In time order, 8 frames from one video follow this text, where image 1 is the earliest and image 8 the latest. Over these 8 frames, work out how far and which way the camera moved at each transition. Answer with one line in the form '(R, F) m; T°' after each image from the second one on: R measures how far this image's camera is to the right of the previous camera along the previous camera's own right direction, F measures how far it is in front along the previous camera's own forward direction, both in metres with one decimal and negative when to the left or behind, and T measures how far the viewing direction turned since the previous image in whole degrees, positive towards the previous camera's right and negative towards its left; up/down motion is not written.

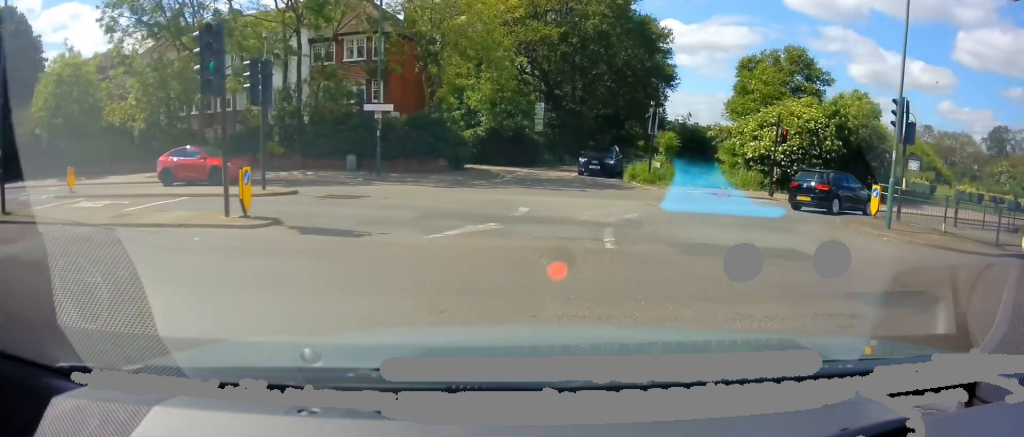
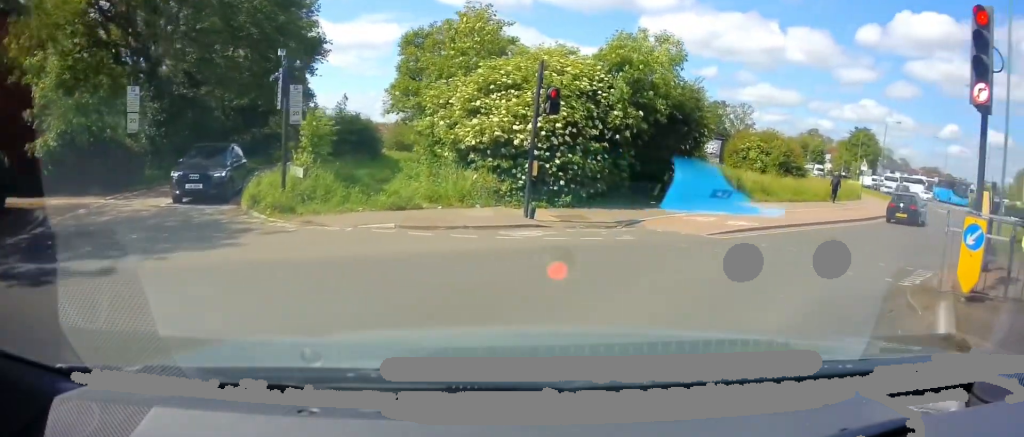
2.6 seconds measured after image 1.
(+2.7, +13.0) m; +31°
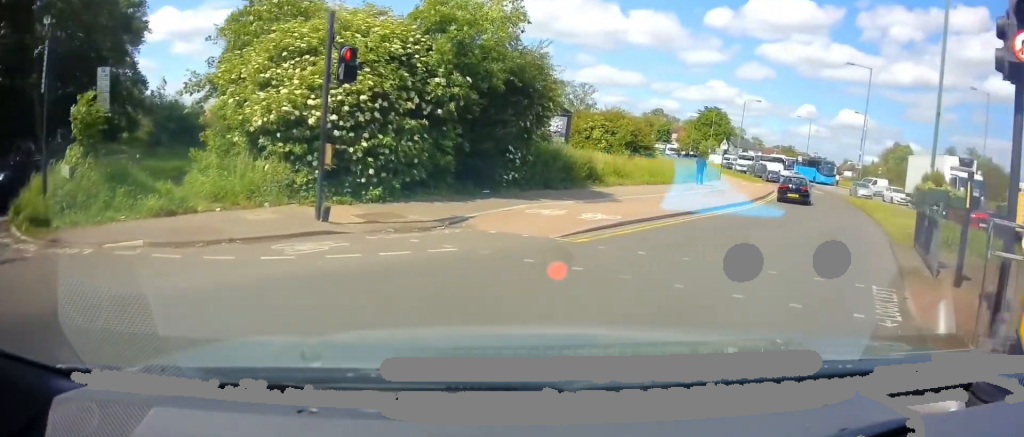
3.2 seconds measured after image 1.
(+0.4, +3.4) m; +15°
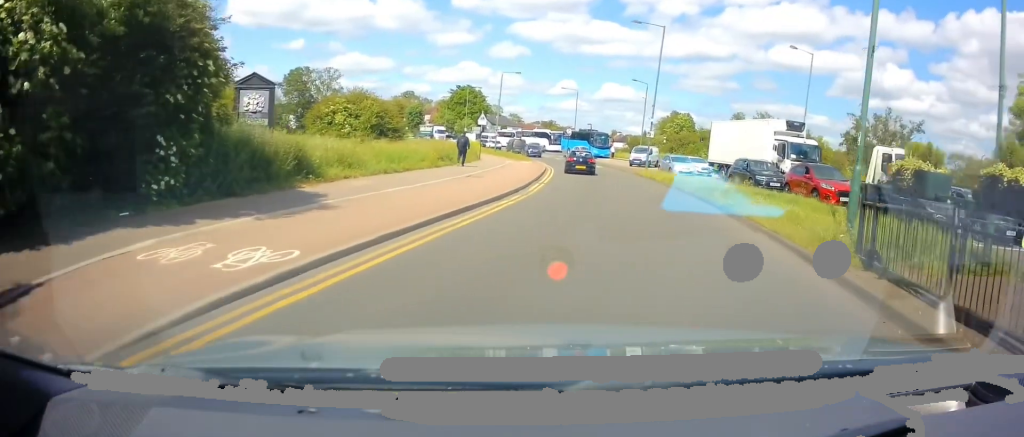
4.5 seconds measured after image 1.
(+1.6, +6.0) m; +26°
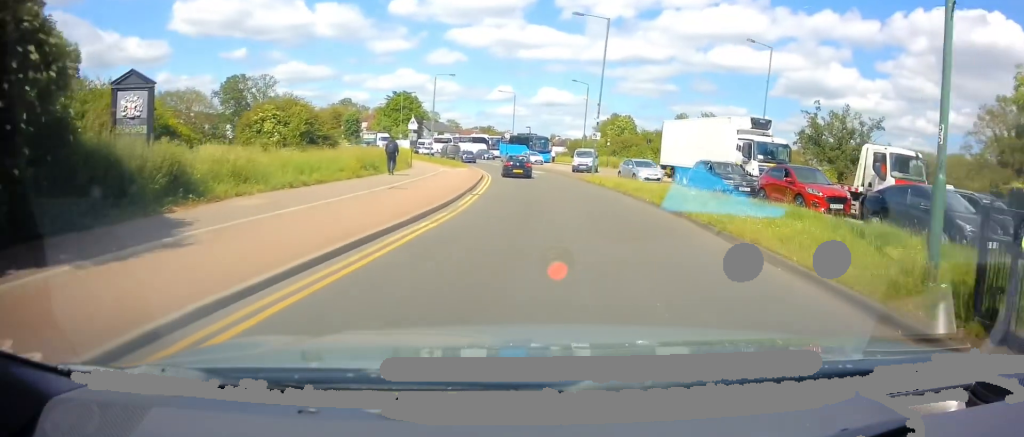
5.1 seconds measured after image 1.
(+0.6, +3.1) m; +4°
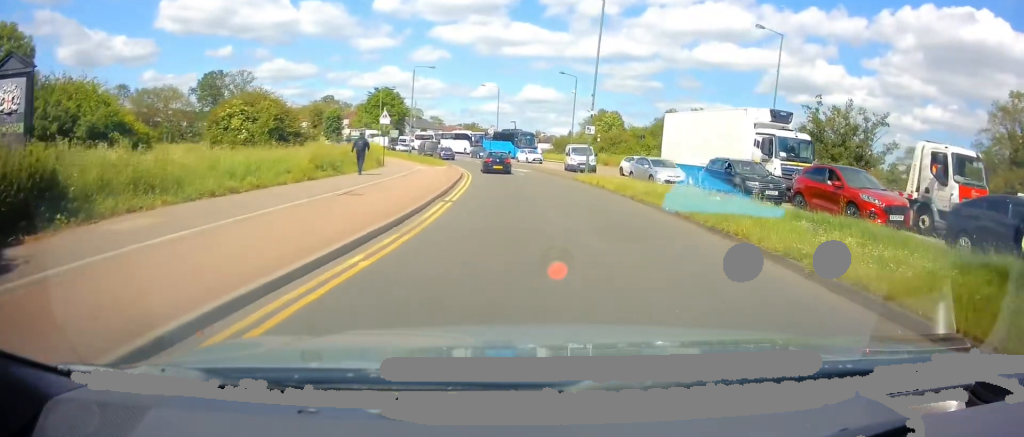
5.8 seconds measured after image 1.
(-0.1, +4.0) m; 0°
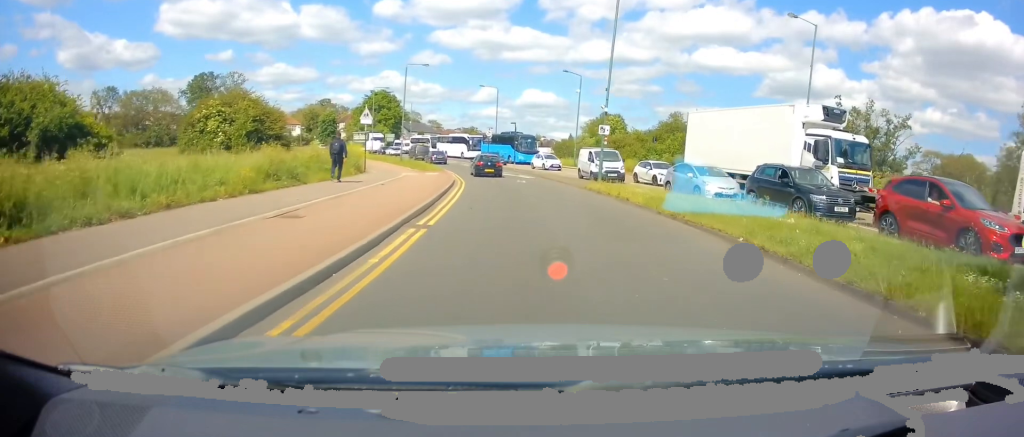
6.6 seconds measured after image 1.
(-0.1, +4.7) m; 0°
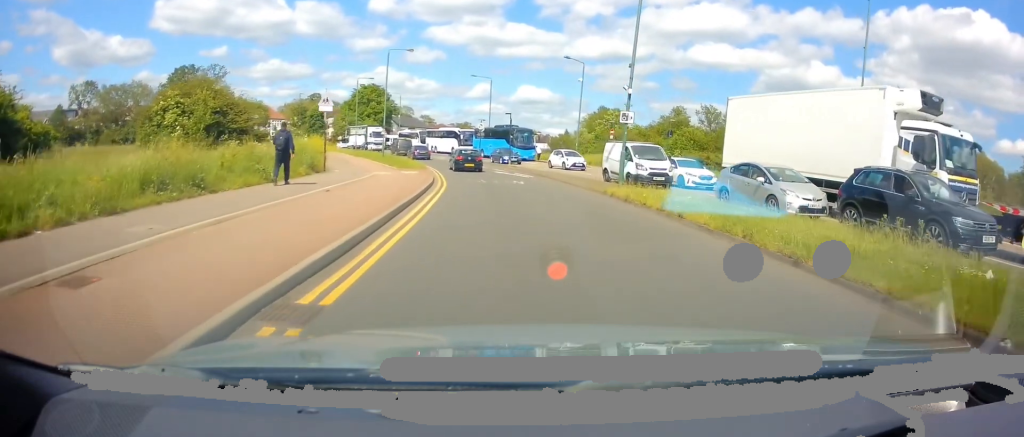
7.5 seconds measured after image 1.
(+0.2, +5.9) m; +2°
